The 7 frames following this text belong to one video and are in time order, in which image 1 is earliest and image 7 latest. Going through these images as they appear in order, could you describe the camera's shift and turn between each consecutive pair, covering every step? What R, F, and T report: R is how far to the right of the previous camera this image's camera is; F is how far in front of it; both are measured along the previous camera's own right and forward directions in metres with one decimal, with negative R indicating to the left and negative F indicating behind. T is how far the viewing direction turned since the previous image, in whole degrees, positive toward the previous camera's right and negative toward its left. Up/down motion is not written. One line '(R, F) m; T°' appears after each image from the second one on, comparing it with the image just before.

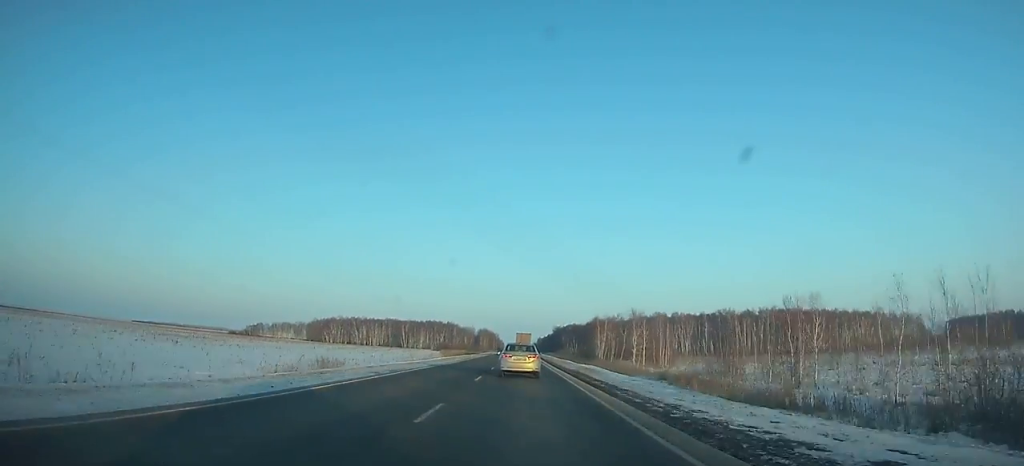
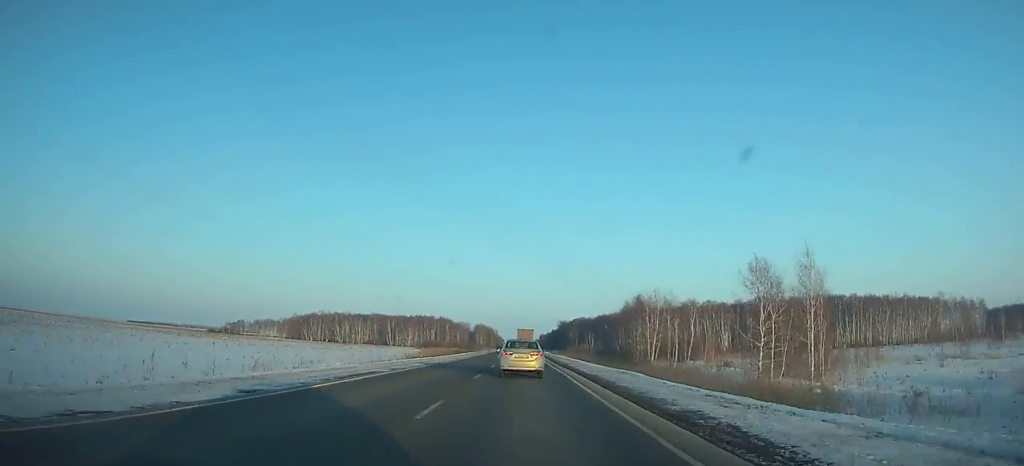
(+0.1, +46.6) m; 0°
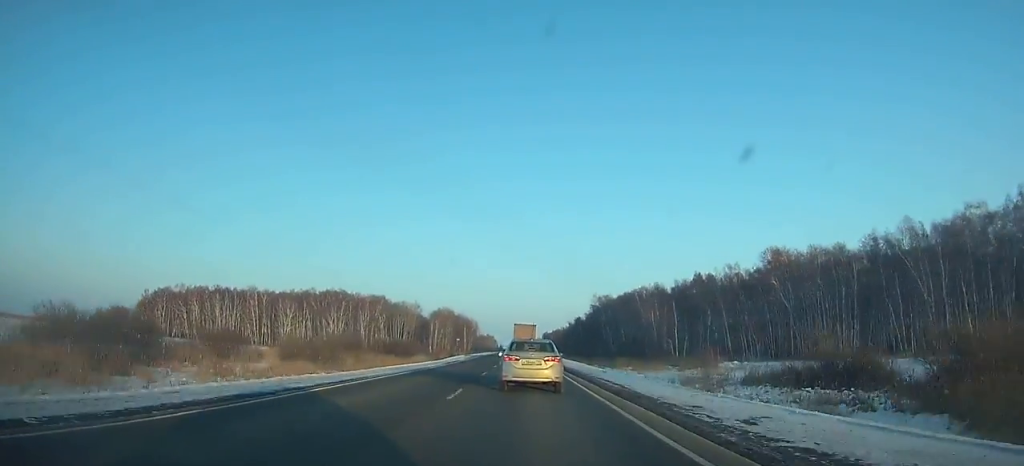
(+0.5, +183.8) m; 0°
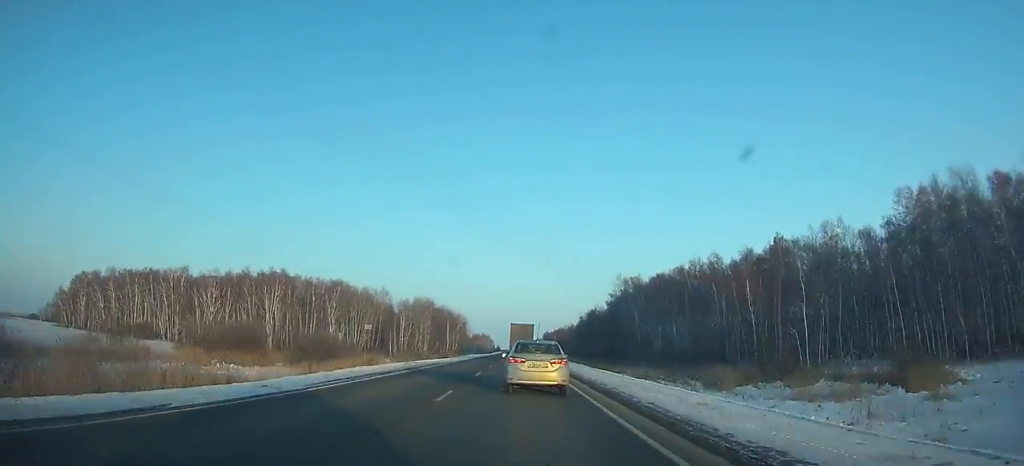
(0.0, +47.2) m; 0°
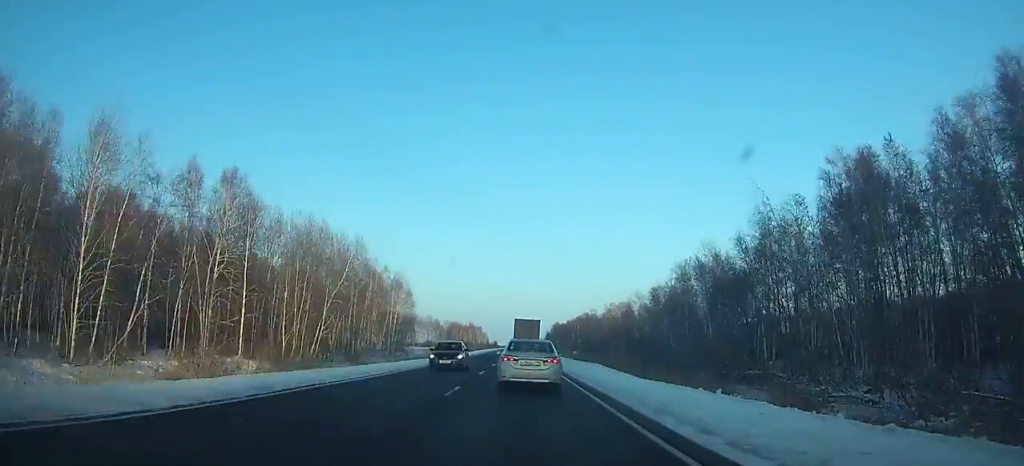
(+0.2, +129.3) m; 0°
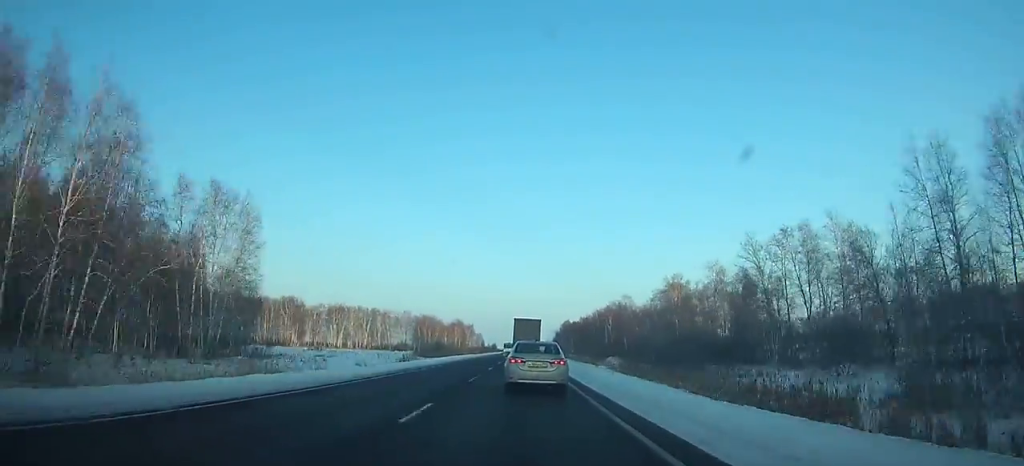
(+0.3, +75.1) m; 0°
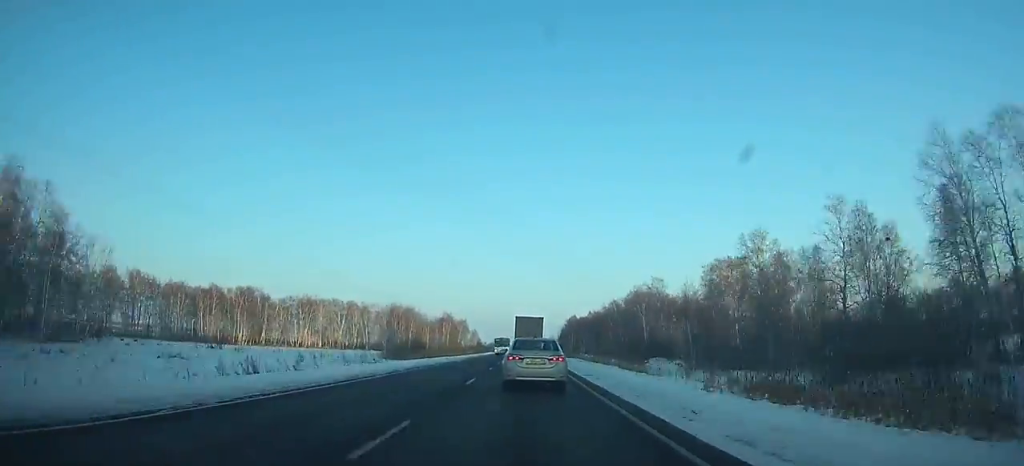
(0.0, +38.6) m; 0°
